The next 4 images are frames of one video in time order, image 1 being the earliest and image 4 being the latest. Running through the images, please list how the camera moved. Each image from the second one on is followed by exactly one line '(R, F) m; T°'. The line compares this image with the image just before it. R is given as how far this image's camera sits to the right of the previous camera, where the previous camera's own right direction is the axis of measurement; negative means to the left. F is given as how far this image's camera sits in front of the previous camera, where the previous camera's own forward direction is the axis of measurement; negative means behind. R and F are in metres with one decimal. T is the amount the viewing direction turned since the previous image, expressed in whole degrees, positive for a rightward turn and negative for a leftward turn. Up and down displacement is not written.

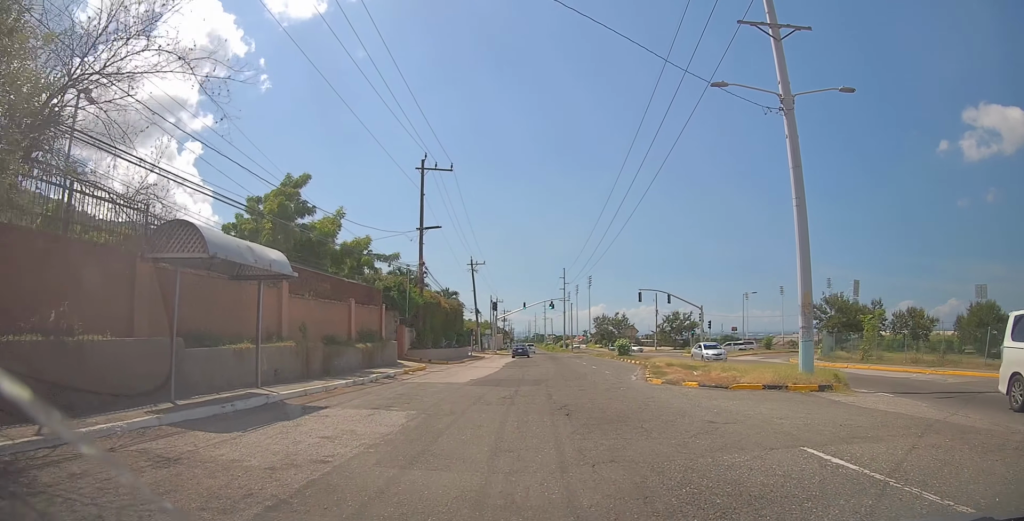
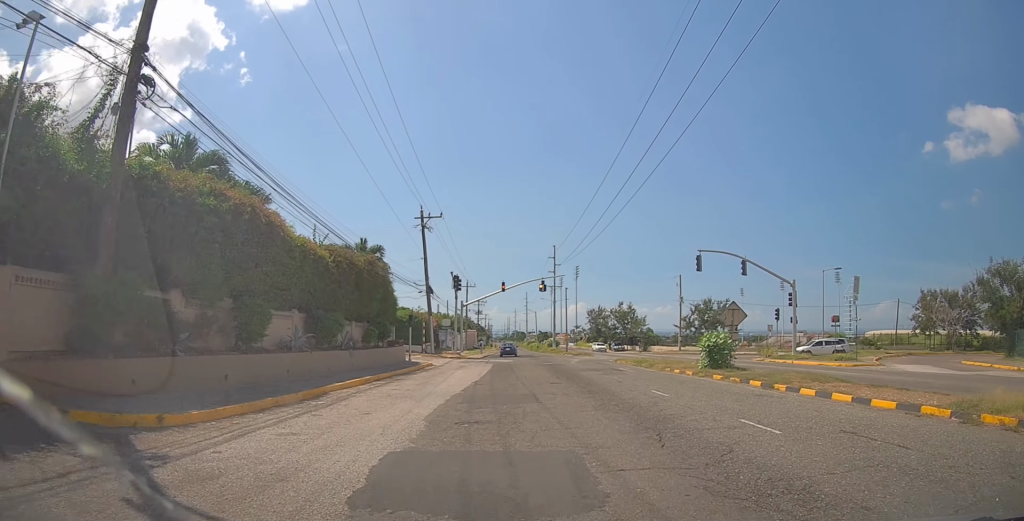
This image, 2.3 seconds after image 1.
(+0.4, +27.1) m; +2°
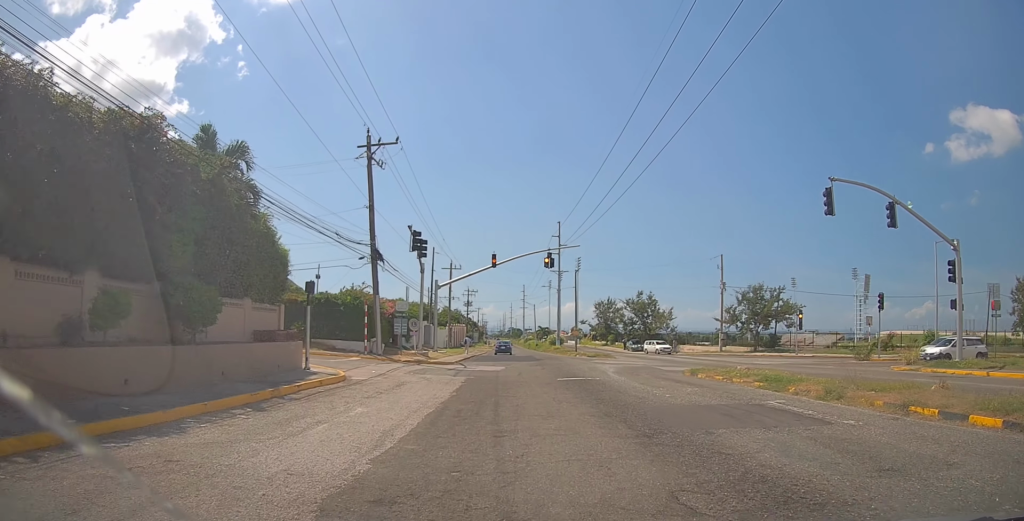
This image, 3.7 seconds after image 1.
(+0.1, +17.5) m; +1°
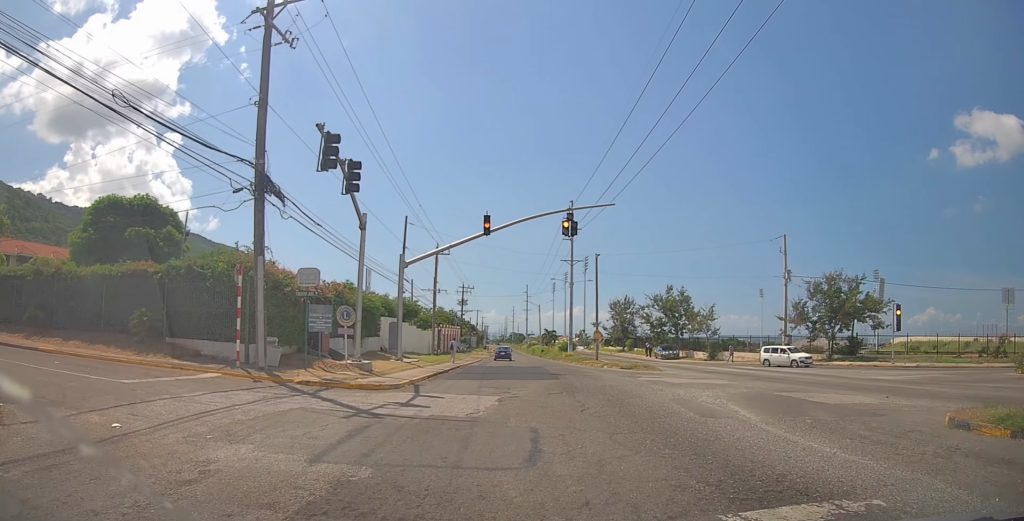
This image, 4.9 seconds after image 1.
(+0.1, +14.6) m; 0°
